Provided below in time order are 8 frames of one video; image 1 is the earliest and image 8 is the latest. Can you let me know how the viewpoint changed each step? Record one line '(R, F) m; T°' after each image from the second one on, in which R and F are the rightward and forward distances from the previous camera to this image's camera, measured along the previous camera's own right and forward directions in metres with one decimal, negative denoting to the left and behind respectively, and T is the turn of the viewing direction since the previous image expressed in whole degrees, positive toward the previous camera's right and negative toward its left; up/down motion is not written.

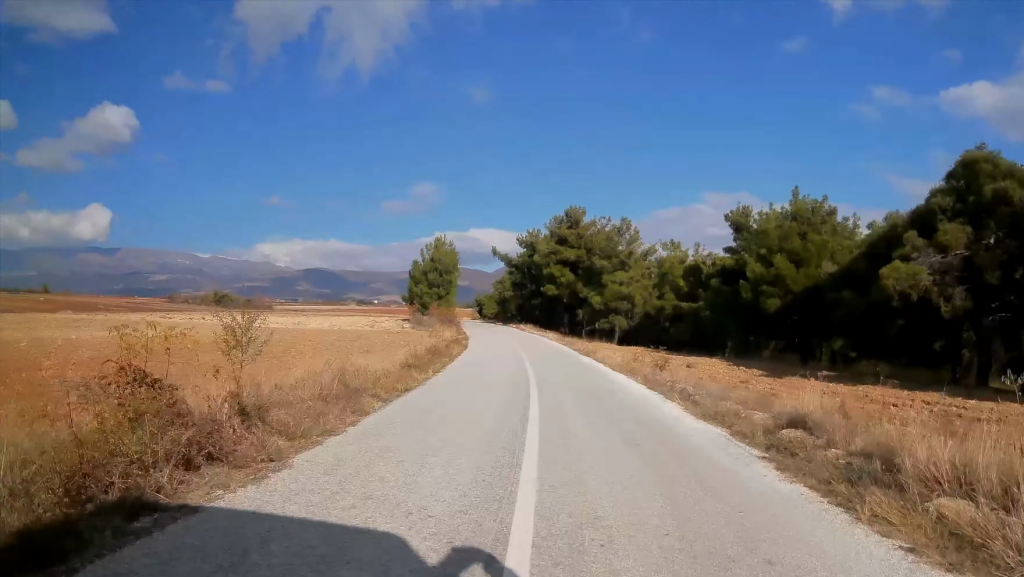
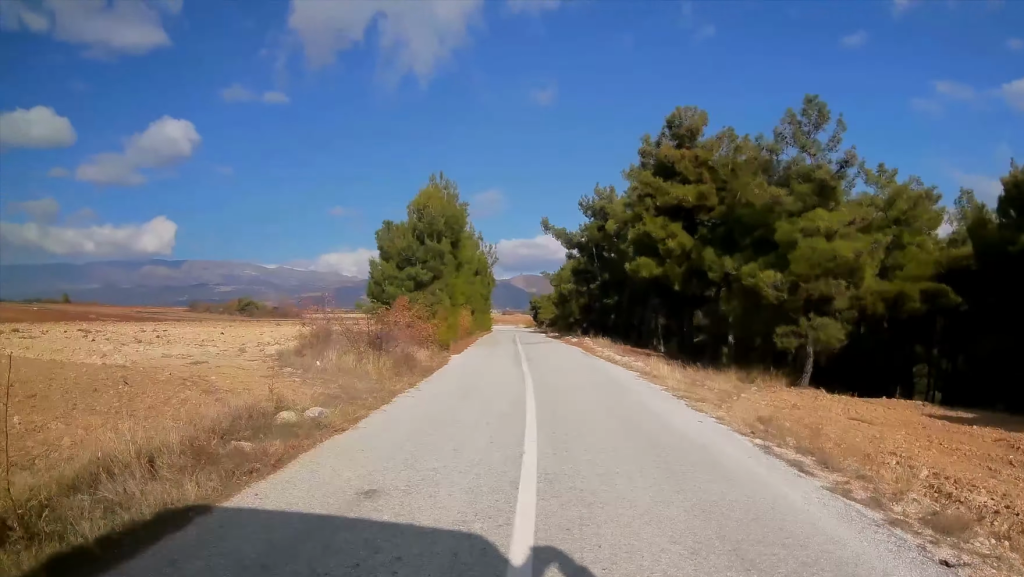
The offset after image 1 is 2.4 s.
(-2.1, +31.6) m; -6°
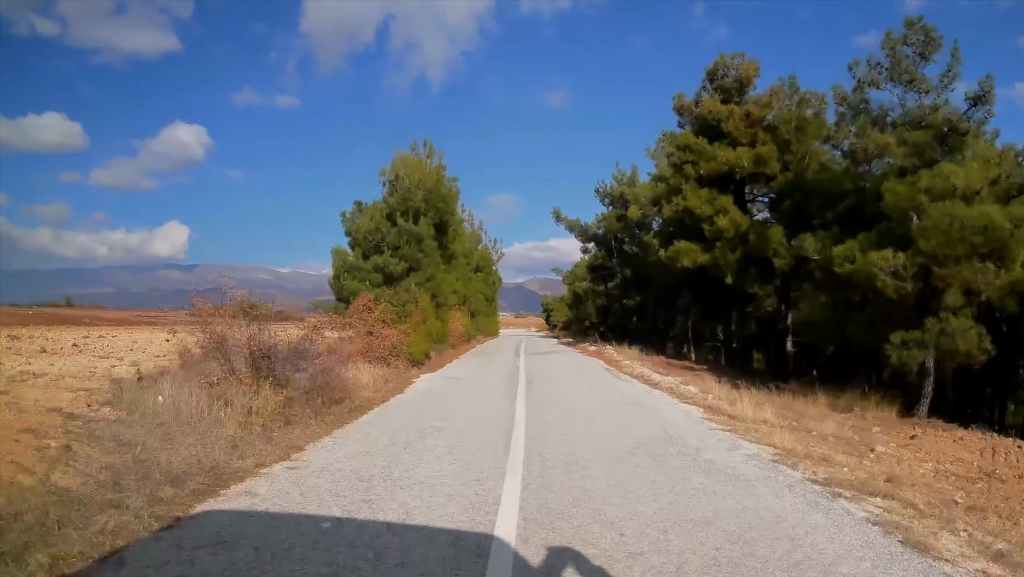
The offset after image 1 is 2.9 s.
(0.0, +7.2) m; -1°
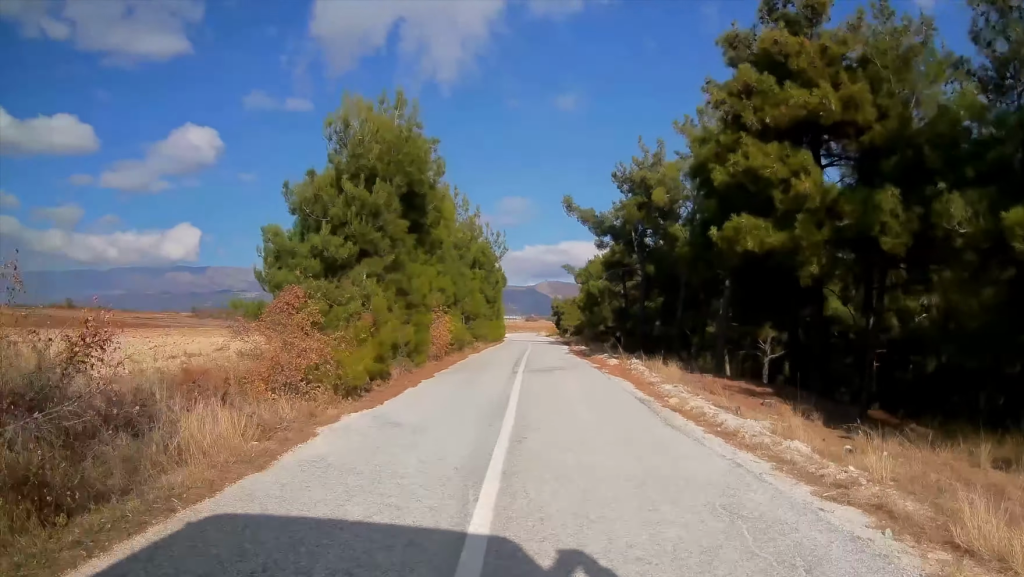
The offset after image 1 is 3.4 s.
(0.0, +6.8) m; -1°
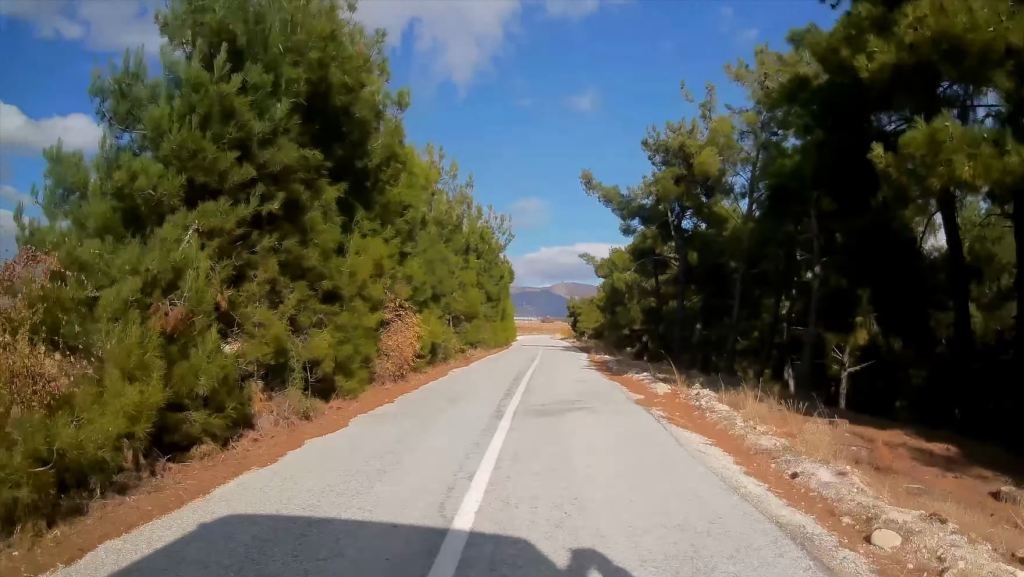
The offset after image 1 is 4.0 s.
(-0.1, +8.6) m; -1°
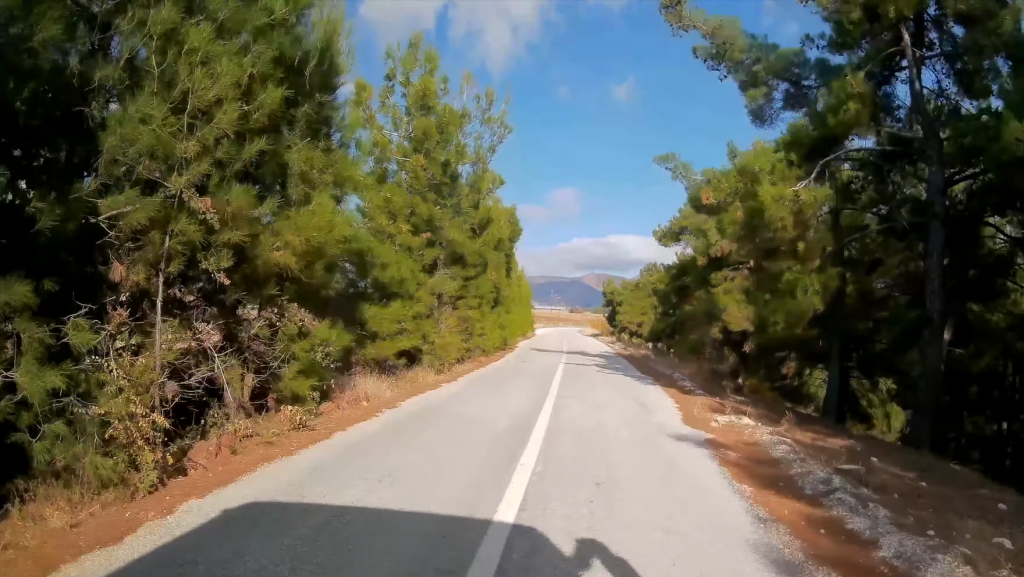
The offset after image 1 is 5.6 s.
(-0.3, +21.7) m; -1°
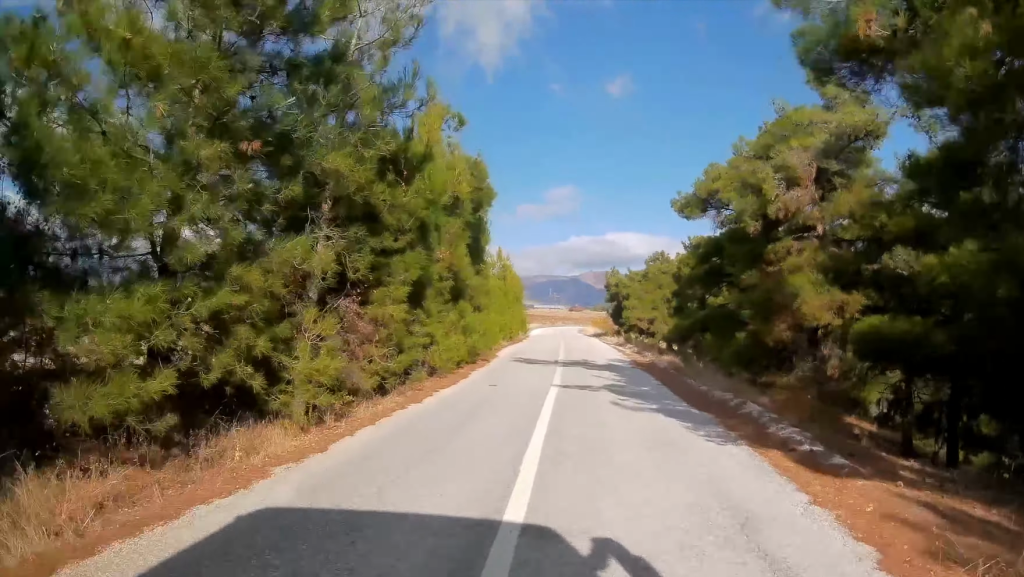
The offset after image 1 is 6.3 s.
(-0.1, +9.1) m; 0°
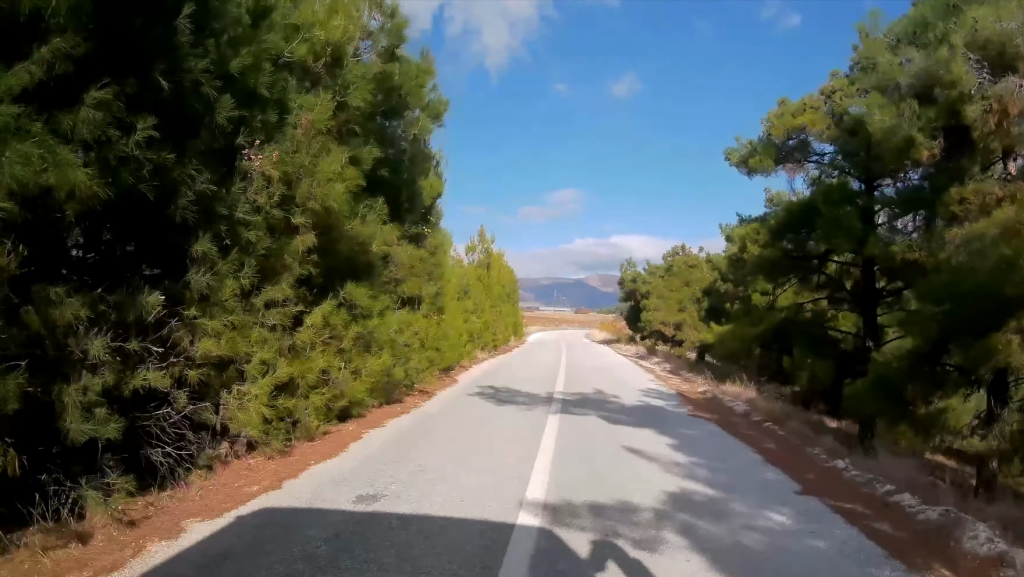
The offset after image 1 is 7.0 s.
(-0.1, +10.1) m; 0°
